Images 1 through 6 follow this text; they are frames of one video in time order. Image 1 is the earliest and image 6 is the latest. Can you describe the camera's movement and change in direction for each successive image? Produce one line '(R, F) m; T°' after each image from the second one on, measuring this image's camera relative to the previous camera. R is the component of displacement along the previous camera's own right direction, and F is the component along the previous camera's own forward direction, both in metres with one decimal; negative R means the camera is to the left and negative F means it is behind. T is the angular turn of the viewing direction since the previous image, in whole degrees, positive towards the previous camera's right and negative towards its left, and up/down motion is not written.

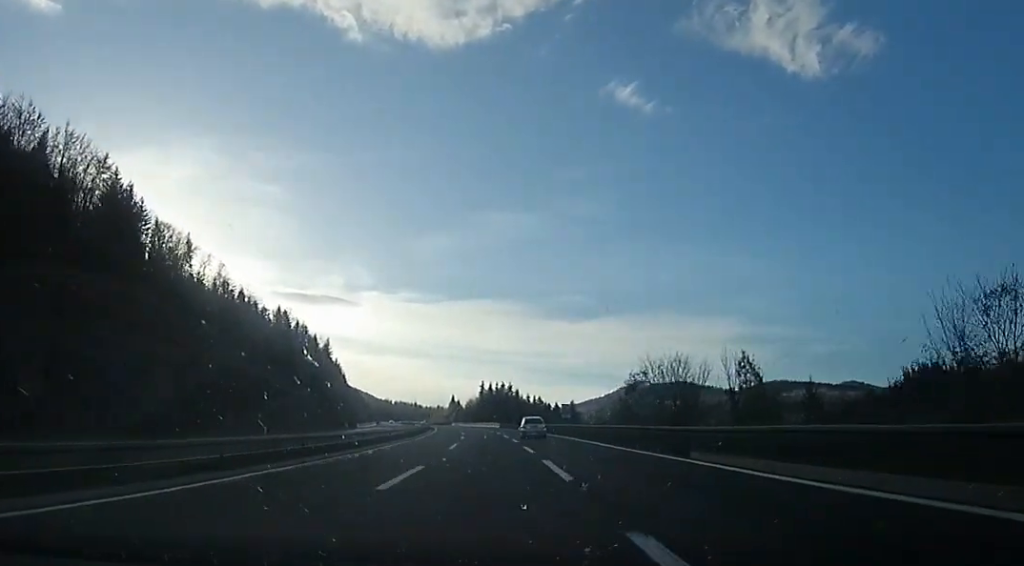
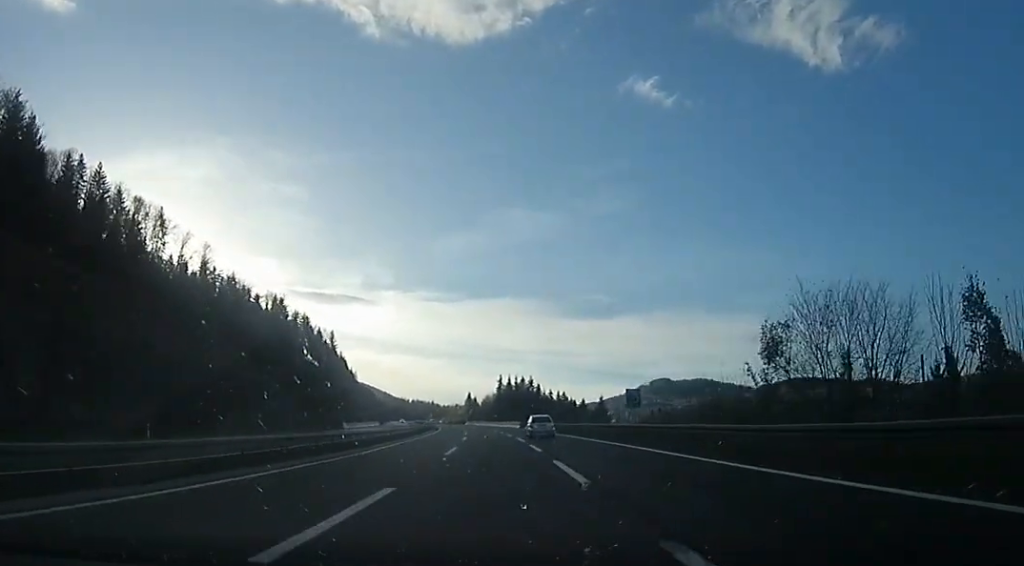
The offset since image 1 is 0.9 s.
(+0.2, +24.2) m; 0°
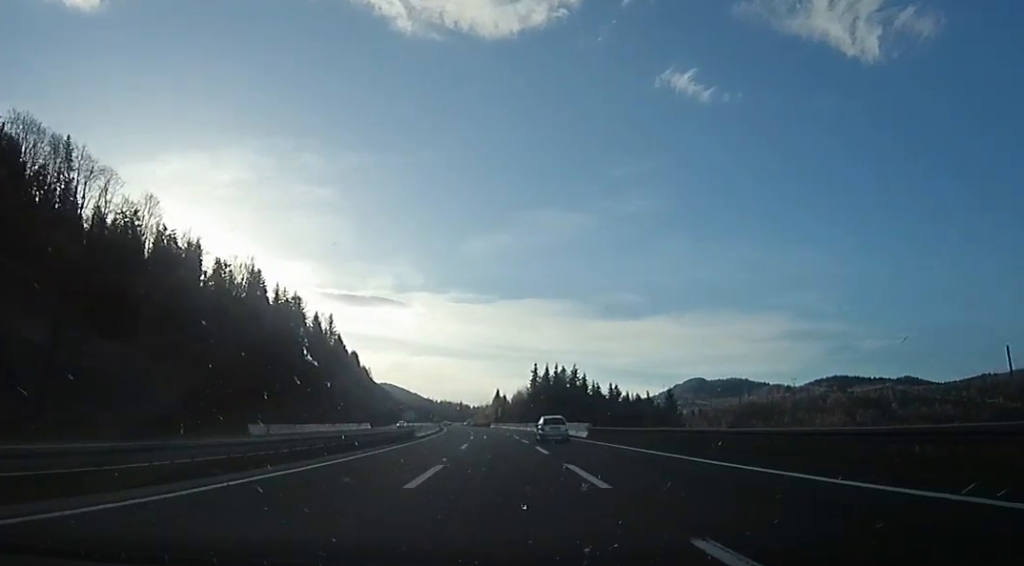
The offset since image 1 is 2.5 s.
(-1.1, +47.3) m; -4°
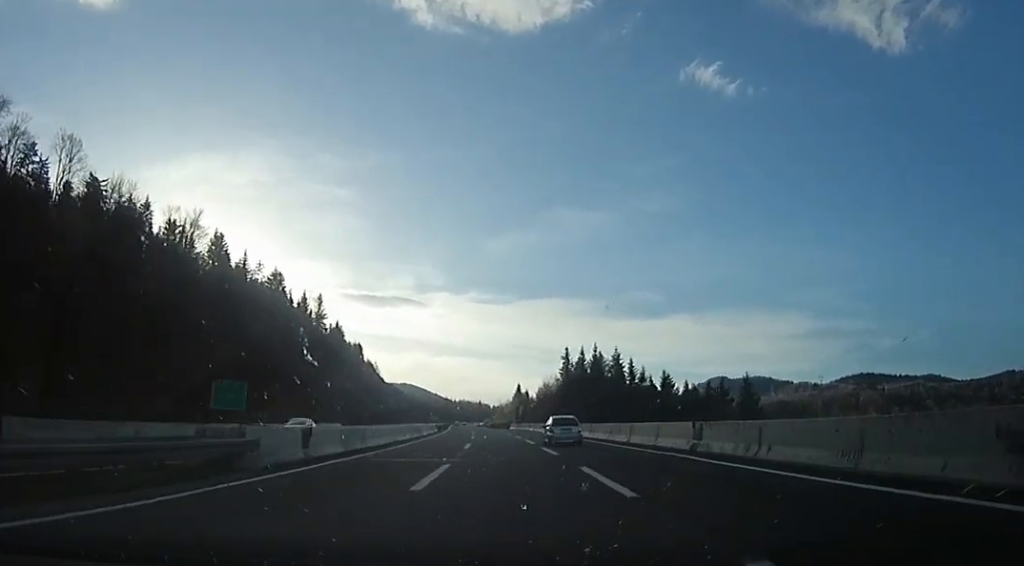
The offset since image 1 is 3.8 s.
(-1.0, +36.3) m; -2°
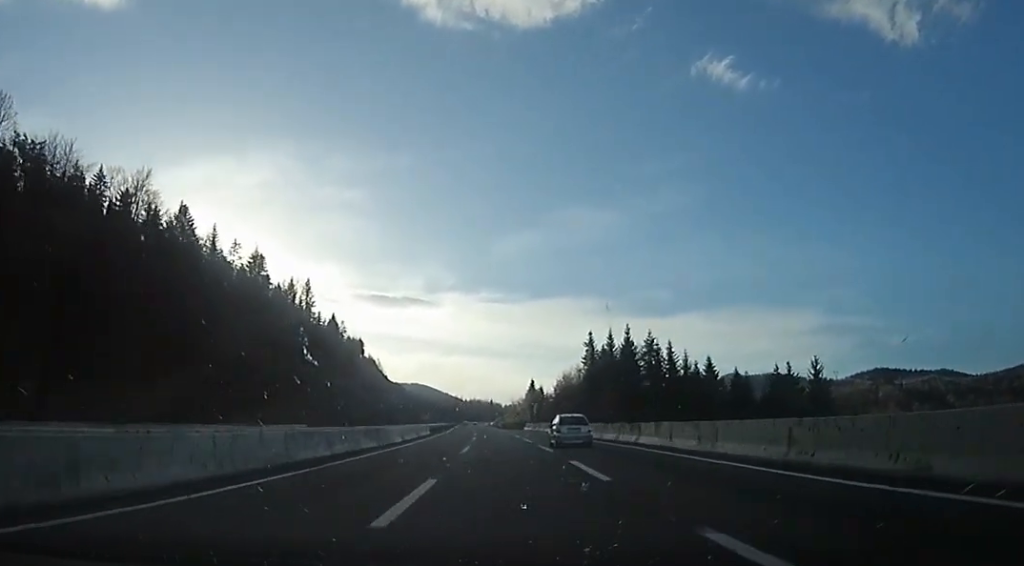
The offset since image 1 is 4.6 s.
(-0.5, +21.7) m; 0°
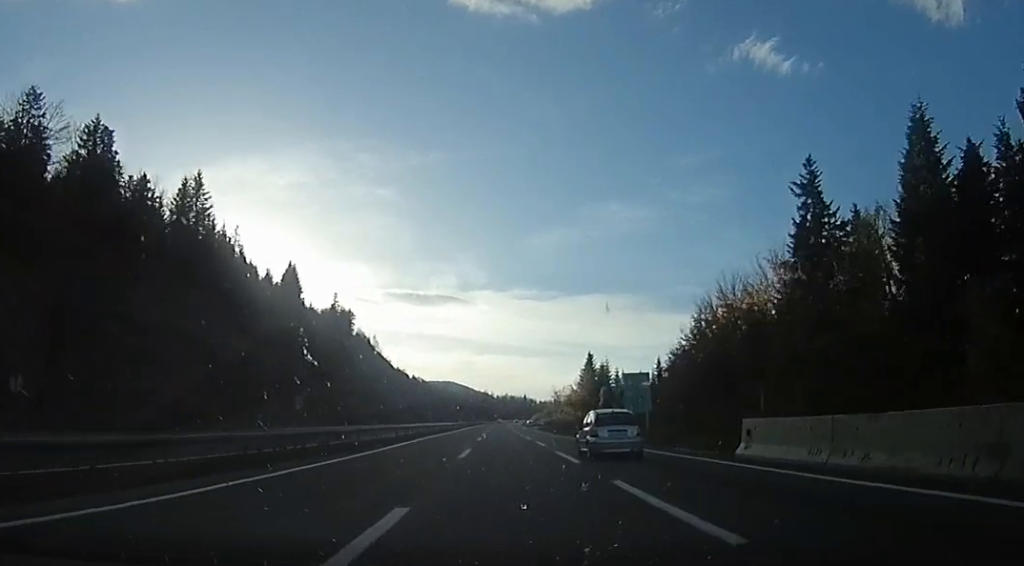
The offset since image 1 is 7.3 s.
(-2.0, +76.6) m; -3°
